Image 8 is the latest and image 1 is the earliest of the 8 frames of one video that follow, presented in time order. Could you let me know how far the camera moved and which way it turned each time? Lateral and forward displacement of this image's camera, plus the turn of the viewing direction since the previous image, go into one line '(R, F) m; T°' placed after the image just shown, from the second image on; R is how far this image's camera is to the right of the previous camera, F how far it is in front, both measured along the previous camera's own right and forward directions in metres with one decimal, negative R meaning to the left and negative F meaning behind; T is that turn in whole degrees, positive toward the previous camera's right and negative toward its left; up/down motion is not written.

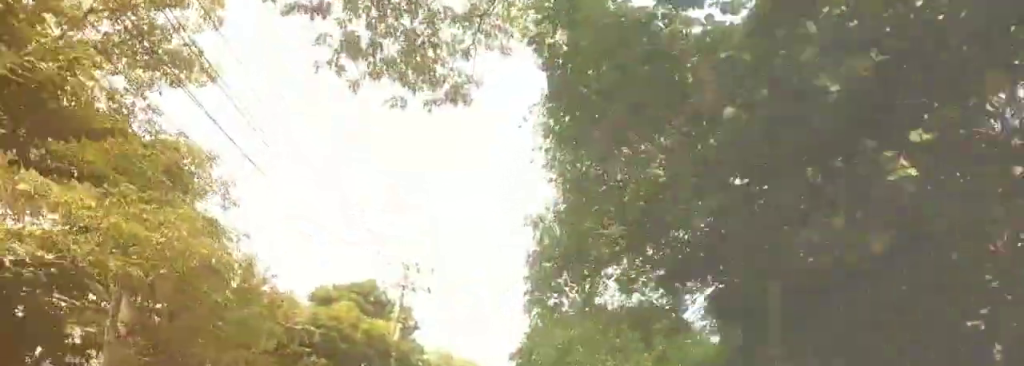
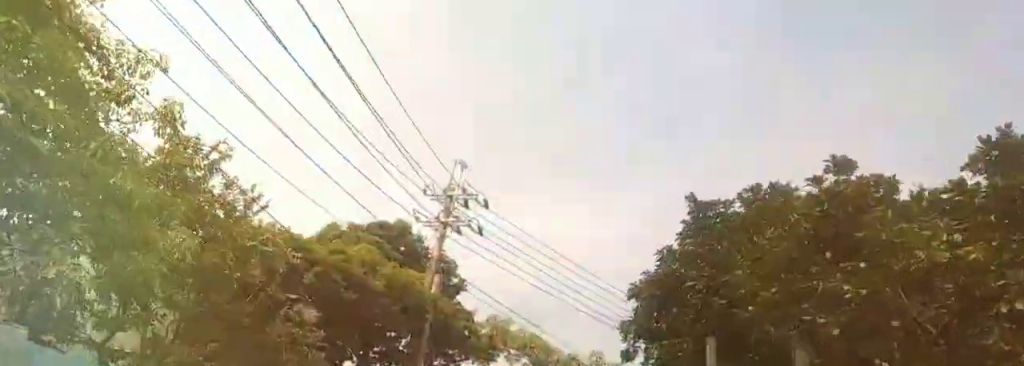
(0.0, +8.9) m; 0°
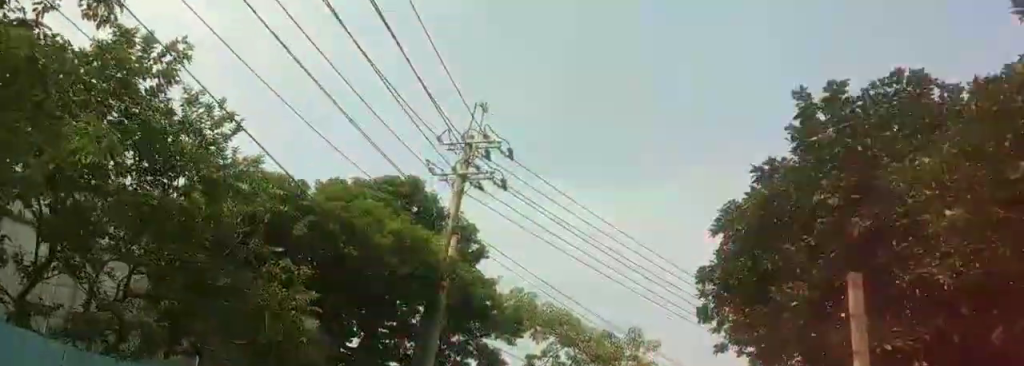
(0.0, +3.3) m; -6°
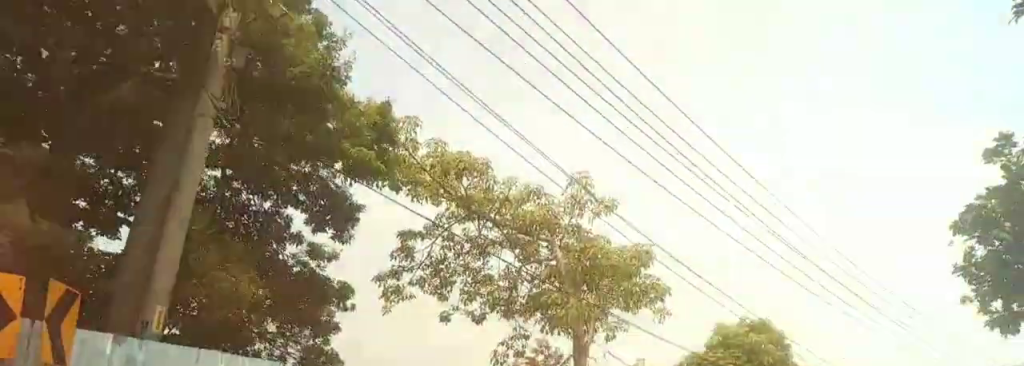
(-0.6, +9.8) m; +22°
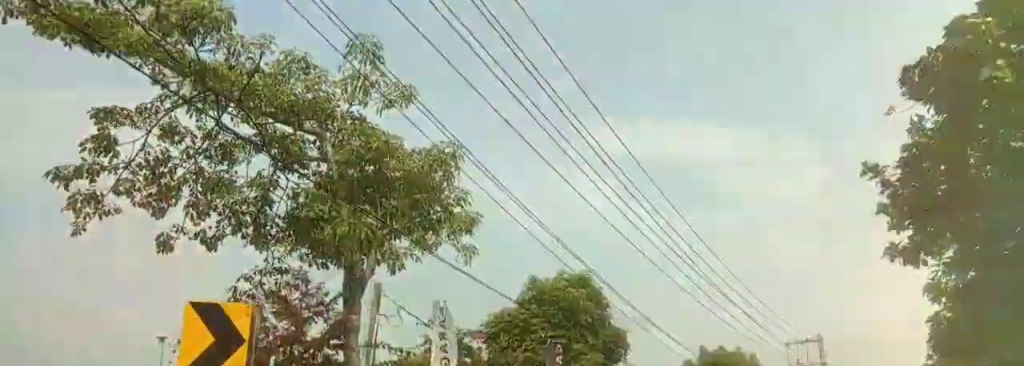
(+2.0, +4.1) m; +23°
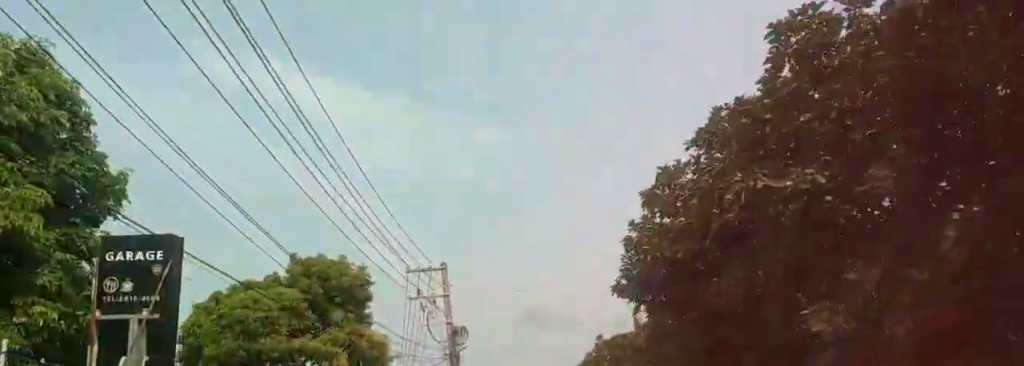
(+0.5, +10.3) m; +3°
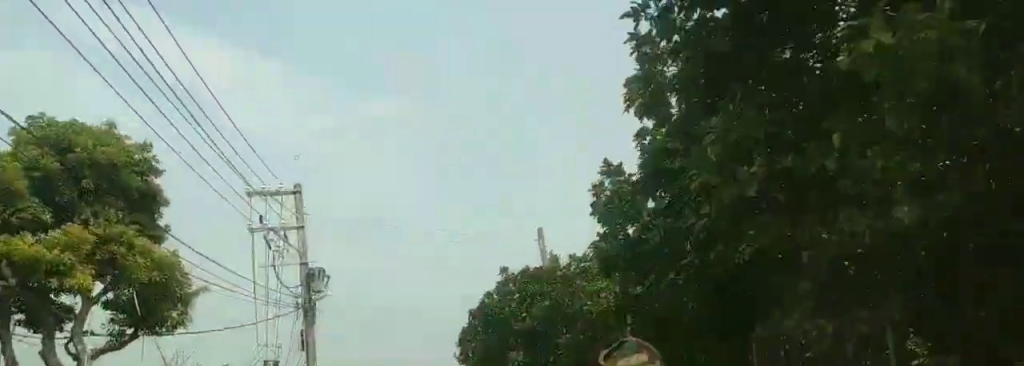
(0.0, +6.7) m; 0°
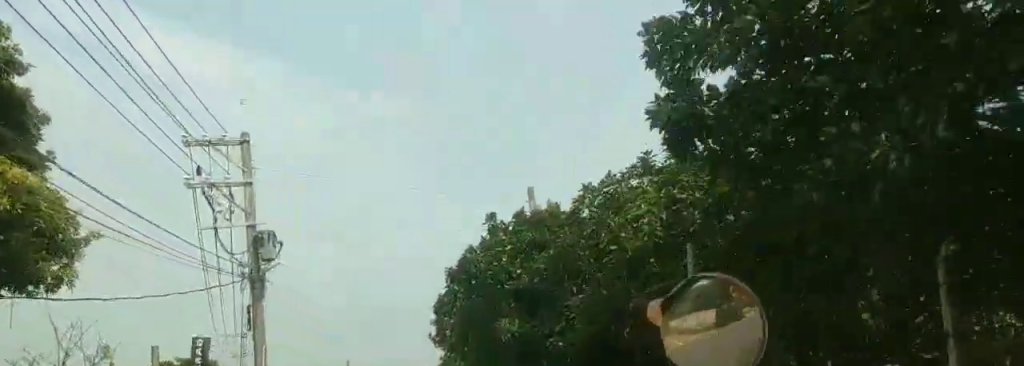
(0.0, +3.5) m; 0°
